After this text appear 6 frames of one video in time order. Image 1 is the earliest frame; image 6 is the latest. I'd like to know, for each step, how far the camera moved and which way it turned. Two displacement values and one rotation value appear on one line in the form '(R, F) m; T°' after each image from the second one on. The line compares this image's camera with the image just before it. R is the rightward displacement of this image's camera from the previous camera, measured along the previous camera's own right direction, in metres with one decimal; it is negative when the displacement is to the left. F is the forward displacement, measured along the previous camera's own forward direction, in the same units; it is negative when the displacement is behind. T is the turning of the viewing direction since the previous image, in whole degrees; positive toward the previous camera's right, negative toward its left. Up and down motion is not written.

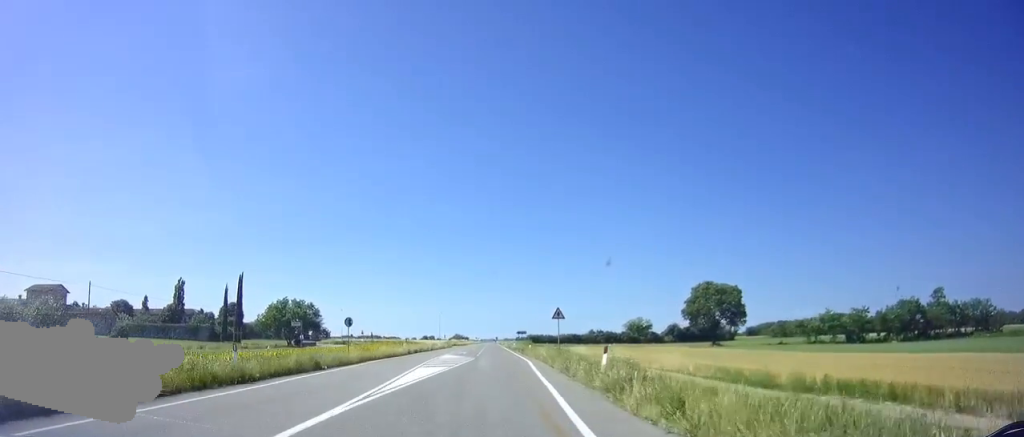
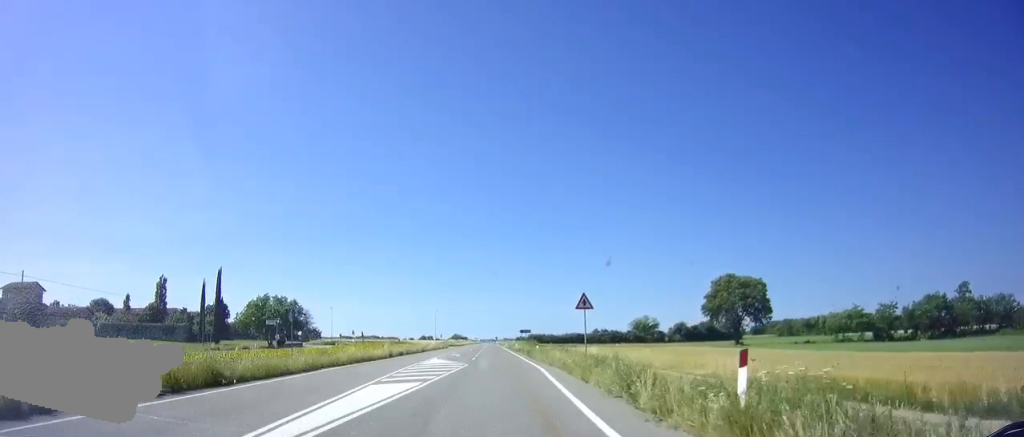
(0.0, +9.1) m; 0°
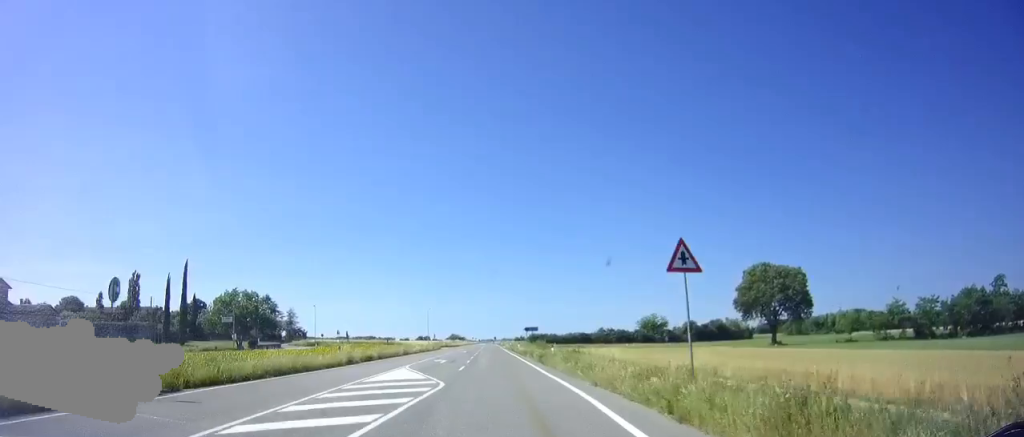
(0.0, +11.9) m; 0°
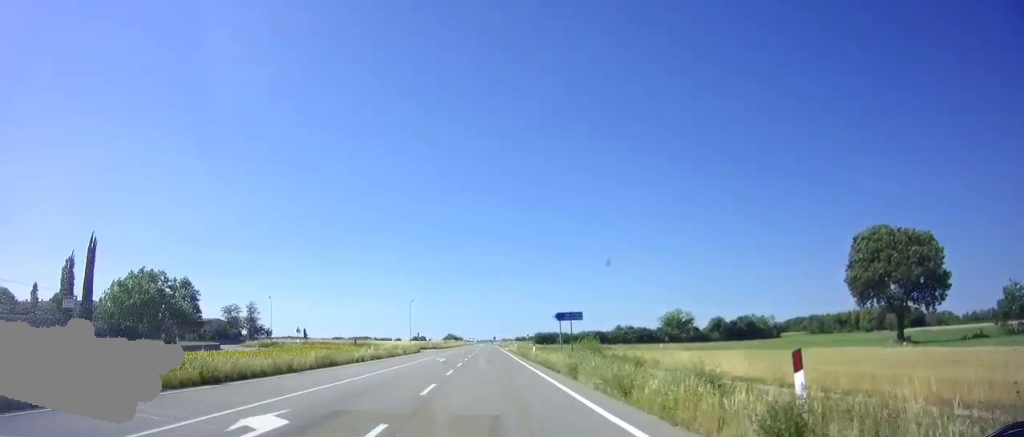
(+0.1, +26.0) m; 0°
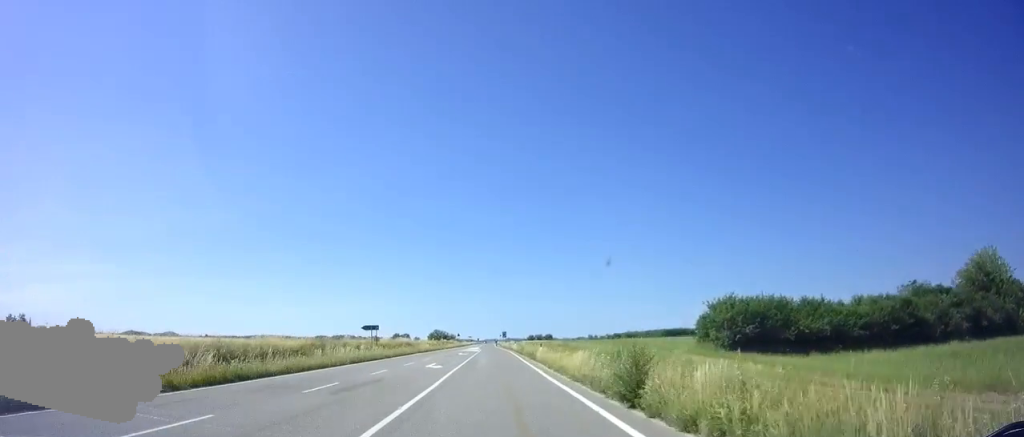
(-1.1, +110.1) m; 0°
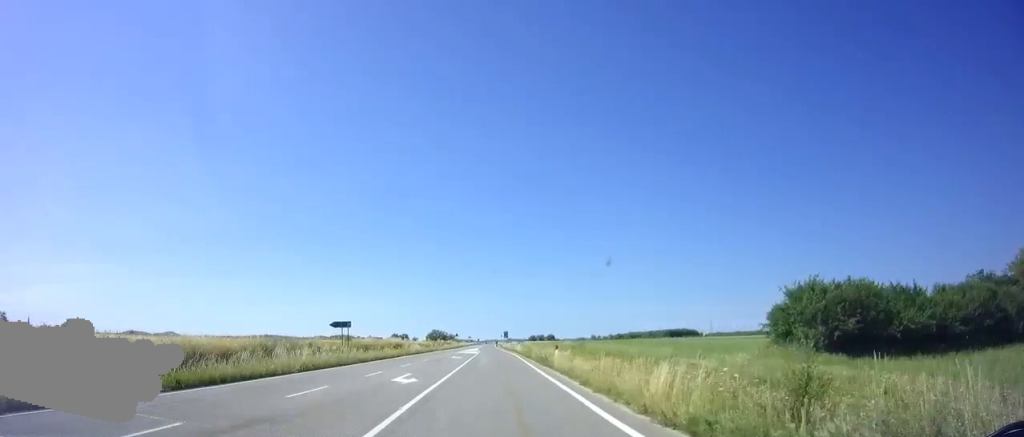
(0.0, +8.4) m; 0°
